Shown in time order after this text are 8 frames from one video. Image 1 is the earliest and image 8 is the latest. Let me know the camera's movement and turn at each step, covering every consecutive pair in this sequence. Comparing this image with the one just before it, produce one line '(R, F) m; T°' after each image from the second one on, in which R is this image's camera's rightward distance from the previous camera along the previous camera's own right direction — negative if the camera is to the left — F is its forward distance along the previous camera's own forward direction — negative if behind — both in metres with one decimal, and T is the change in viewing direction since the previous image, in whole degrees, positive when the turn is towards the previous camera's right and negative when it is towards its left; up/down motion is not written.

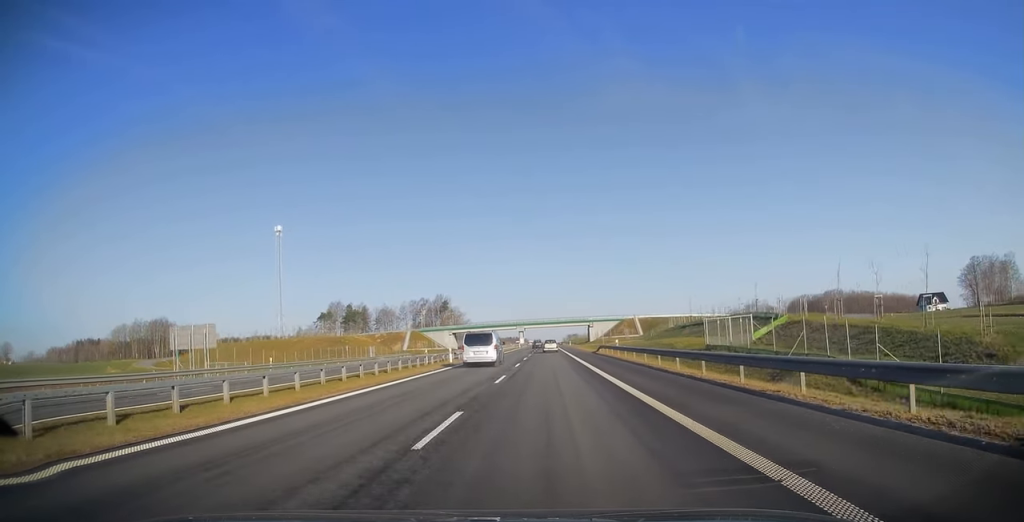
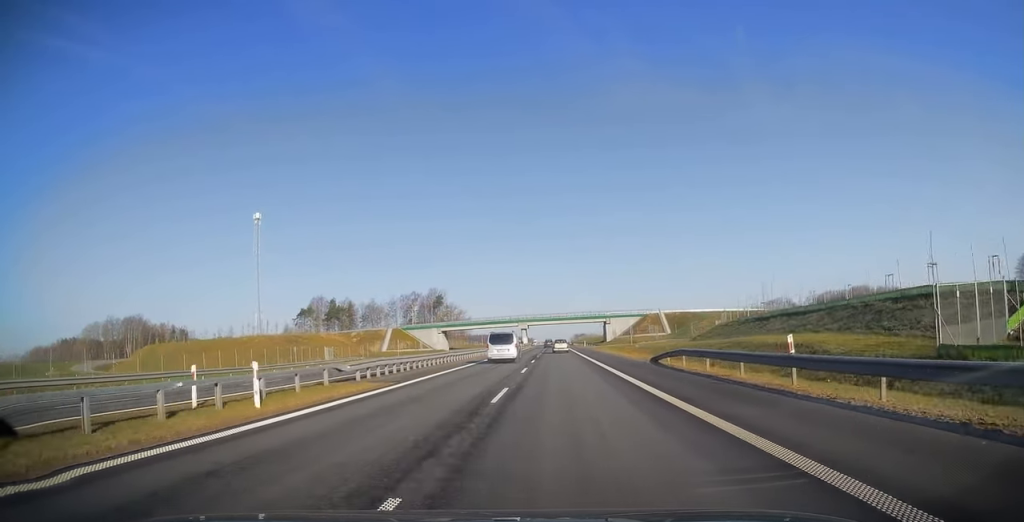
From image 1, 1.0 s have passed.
(0.0, +30.6) m; 0°
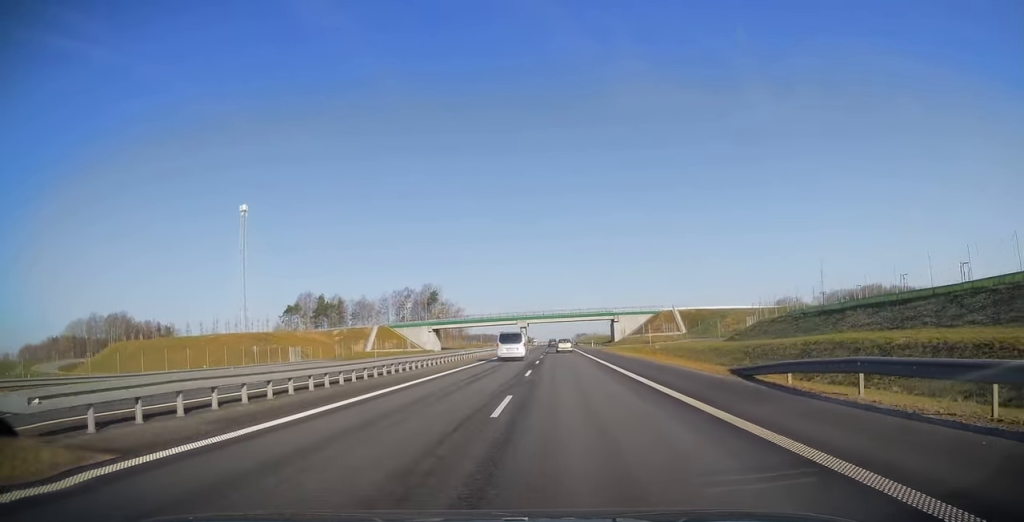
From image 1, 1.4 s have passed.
(0.0, +14.7) m; 0°
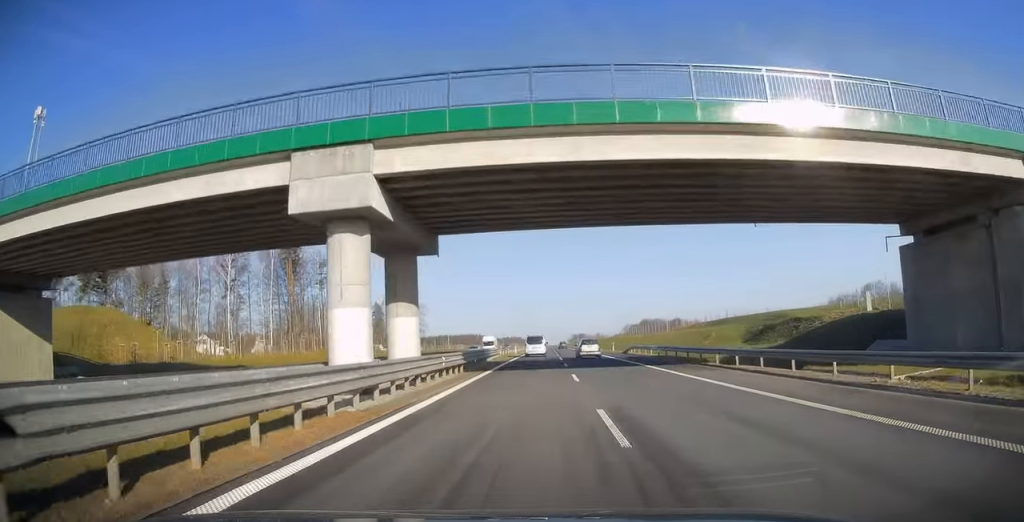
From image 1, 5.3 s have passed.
(+0.3, +123.6) m; +1°
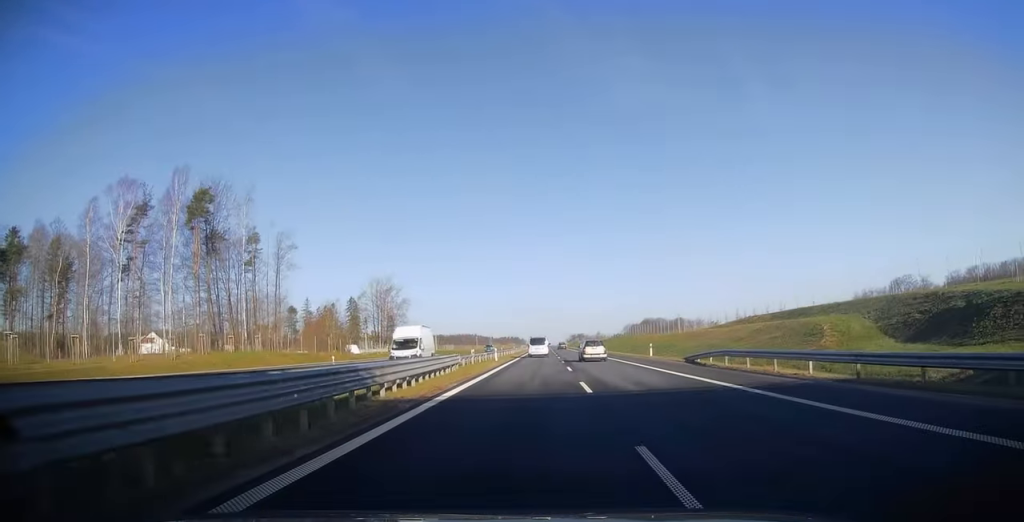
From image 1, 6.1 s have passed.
(+0.3, +28.0) m; 0°
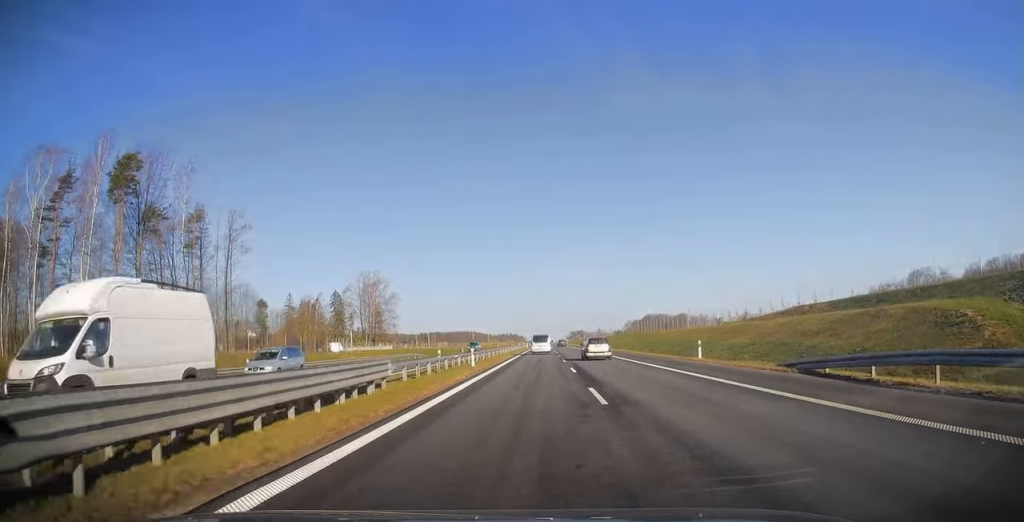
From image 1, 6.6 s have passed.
(0.0, +15.4) m; 0°
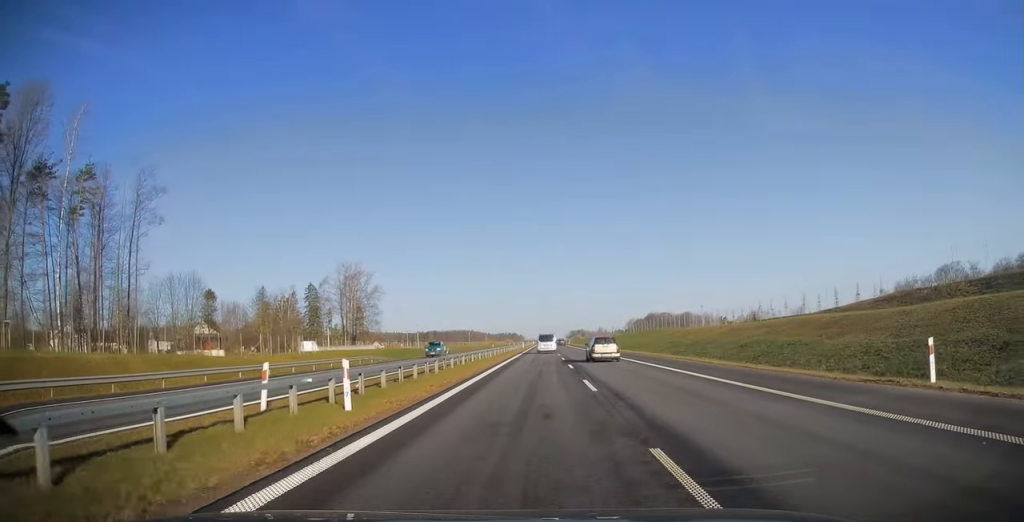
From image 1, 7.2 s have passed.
(0.0, +21.0) m; 0°
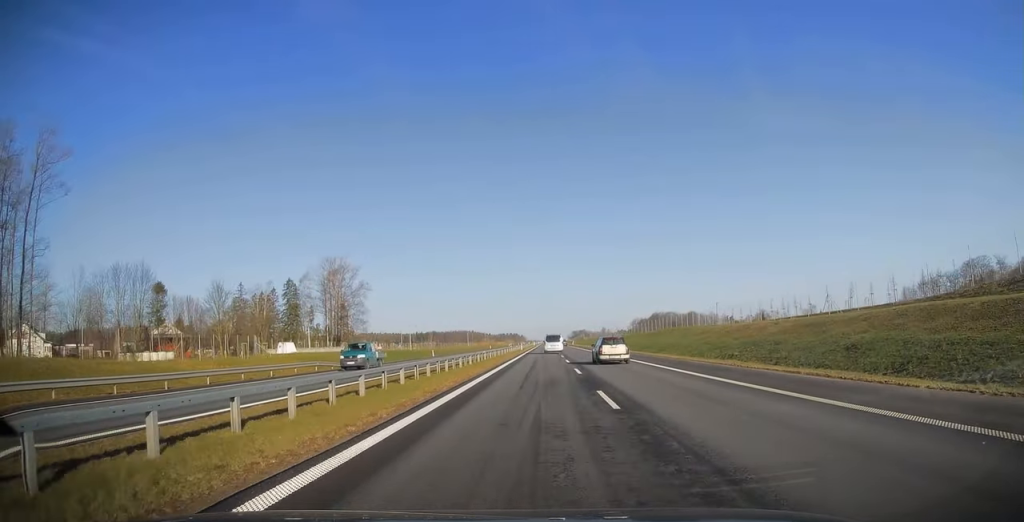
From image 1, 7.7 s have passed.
(0.0, +16.0) m; 0°
